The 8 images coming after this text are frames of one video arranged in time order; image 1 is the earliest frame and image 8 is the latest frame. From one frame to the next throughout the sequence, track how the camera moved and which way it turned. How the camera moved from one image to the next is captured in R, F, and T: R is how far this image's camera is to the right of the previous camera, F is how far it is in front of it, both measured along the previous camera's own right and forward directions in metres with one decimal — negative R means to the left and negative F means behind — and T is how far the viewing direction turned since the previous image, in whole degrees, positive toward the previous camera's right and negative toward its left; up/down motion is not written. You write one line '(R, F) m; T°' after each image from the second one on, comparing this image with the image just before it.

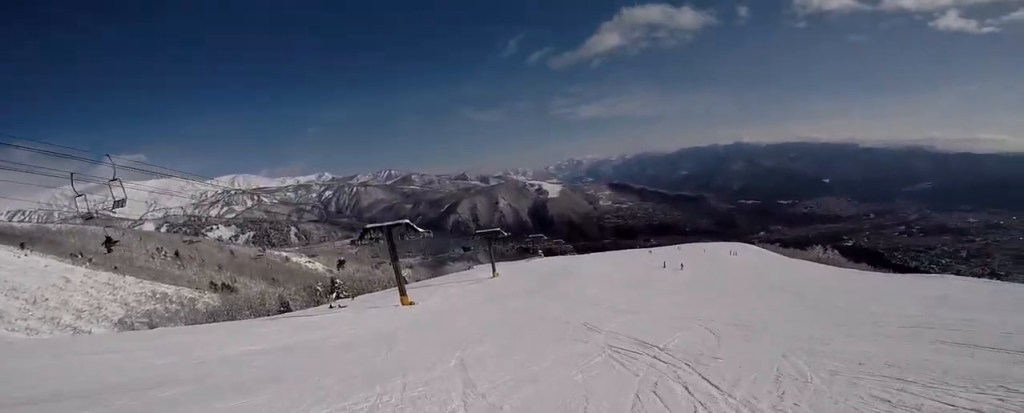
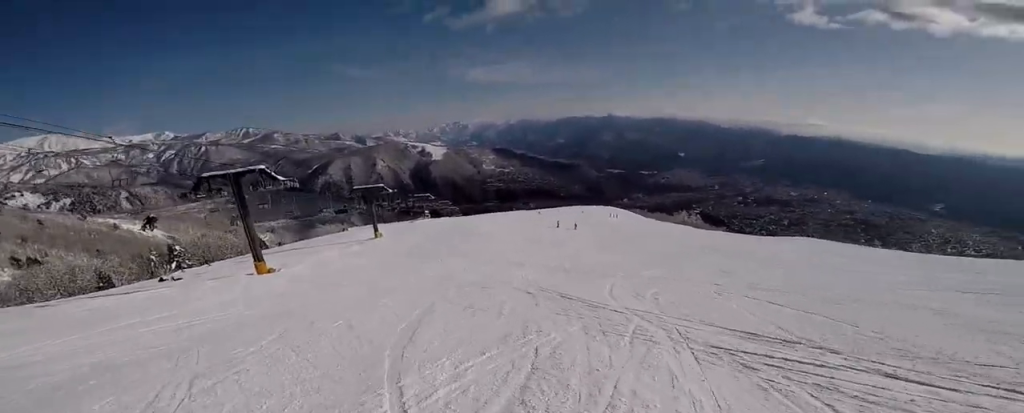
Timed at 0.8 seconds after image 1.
(-0.2, +6.4) m; +8°
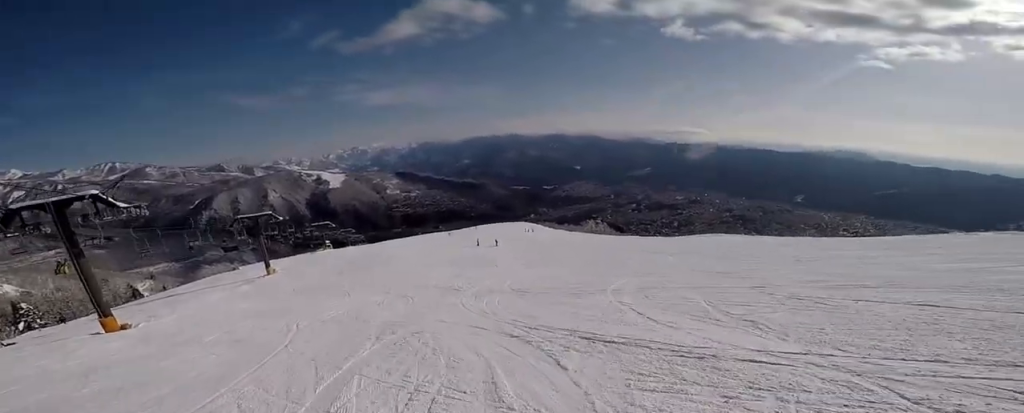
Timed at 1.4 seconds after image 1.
(-1.0, +4.5) m; +14°
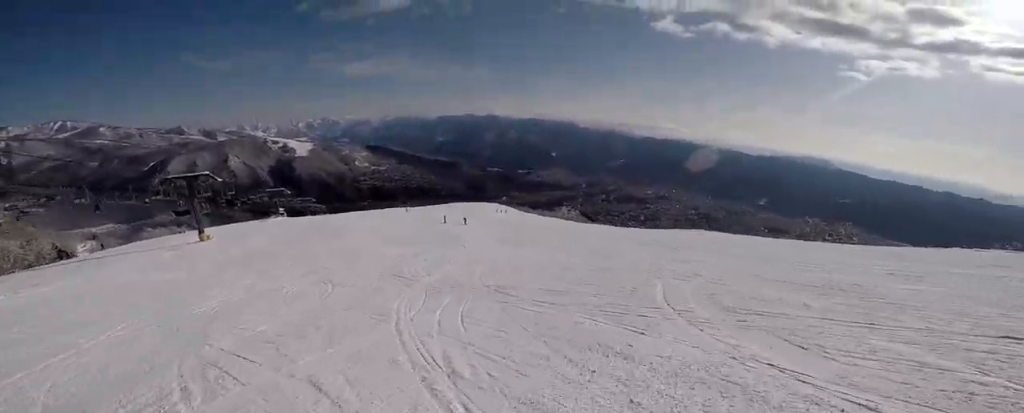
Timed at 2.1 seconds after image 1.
(+2.4, +5.0) m; +18°
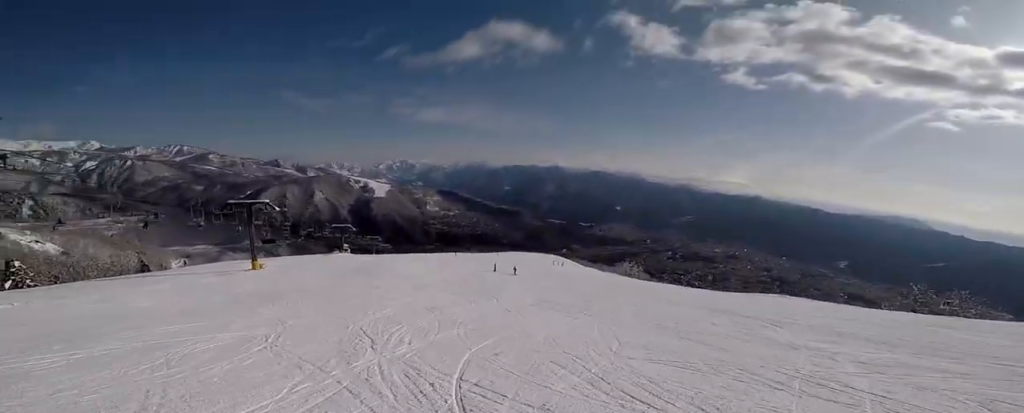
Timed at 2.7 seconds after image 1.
(+0.7, +5.2) m; +8°
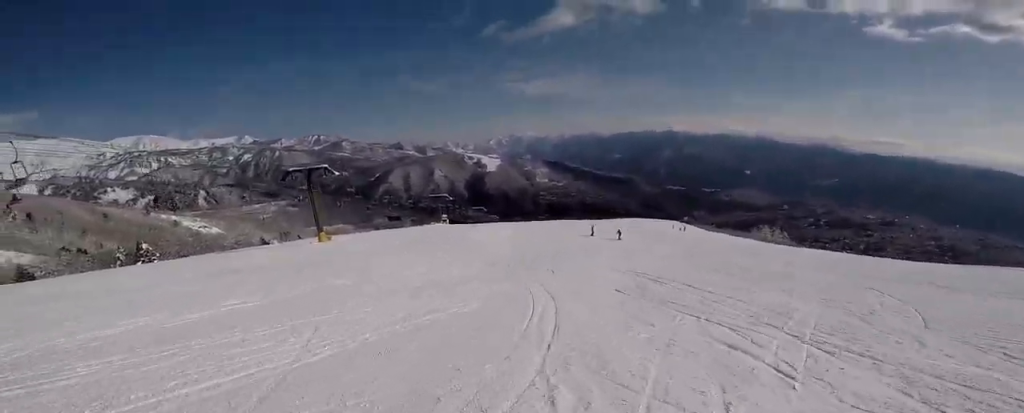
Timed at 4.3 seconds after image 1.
(-0.2, +12.6) m; -24°
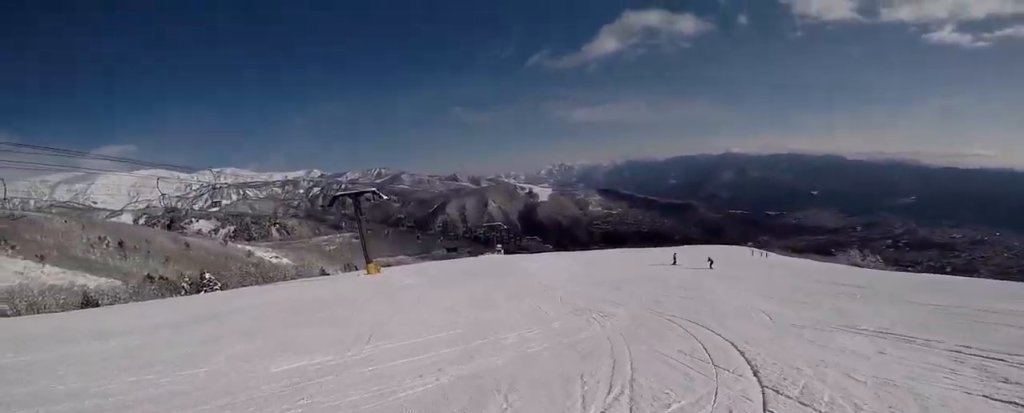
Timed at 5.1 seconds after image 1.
(-2.2, +6.2) m; -19°
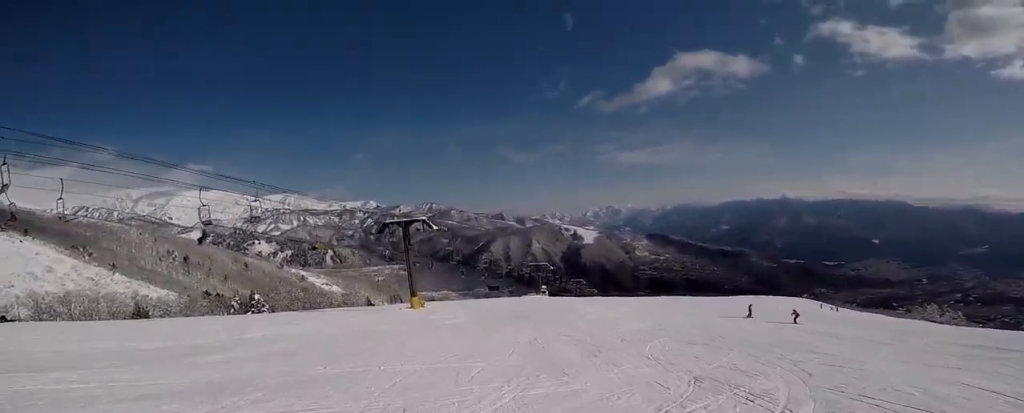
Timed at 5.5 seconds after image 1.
(-0.6, +4.0) m; -8°
